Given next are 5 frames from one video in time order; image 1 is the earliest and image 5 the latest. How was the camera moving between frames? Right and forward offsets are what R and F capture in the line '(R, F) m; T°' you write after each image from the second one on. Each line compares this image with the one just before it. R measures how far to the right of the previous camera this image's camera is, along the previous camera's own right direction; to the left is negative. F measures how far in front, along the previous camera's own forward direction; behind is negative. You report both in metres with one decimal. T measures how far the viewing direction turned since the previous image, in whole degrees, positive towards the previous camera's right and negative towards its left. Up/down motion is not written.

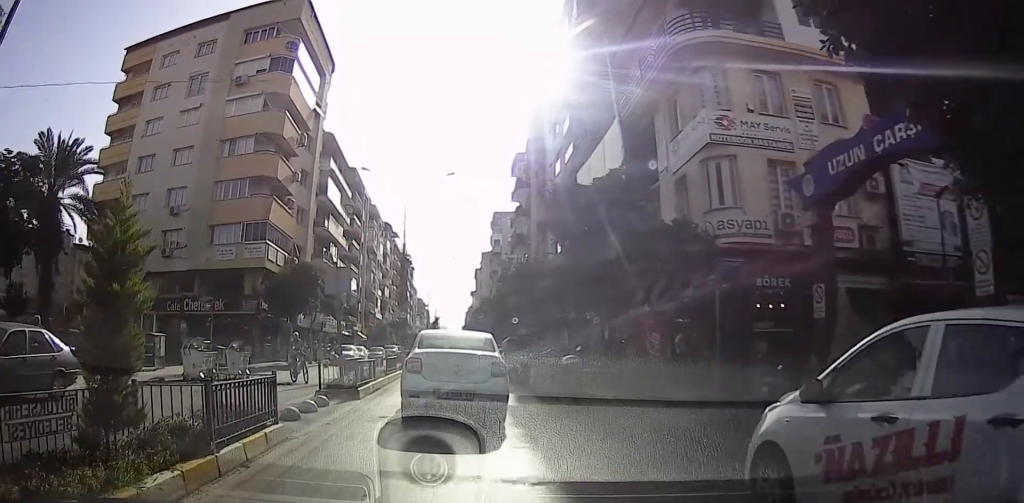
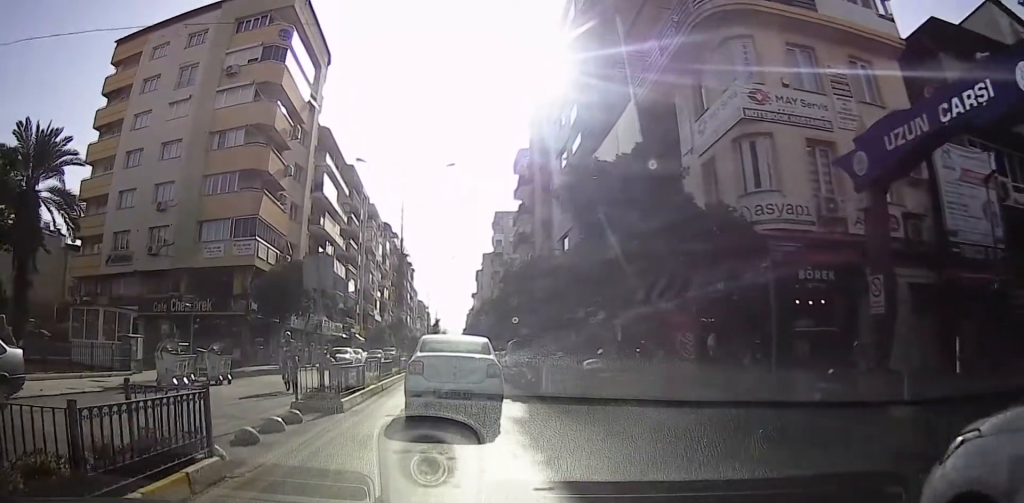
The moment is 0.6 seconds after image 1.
(0.0, +2.2) m; +1°
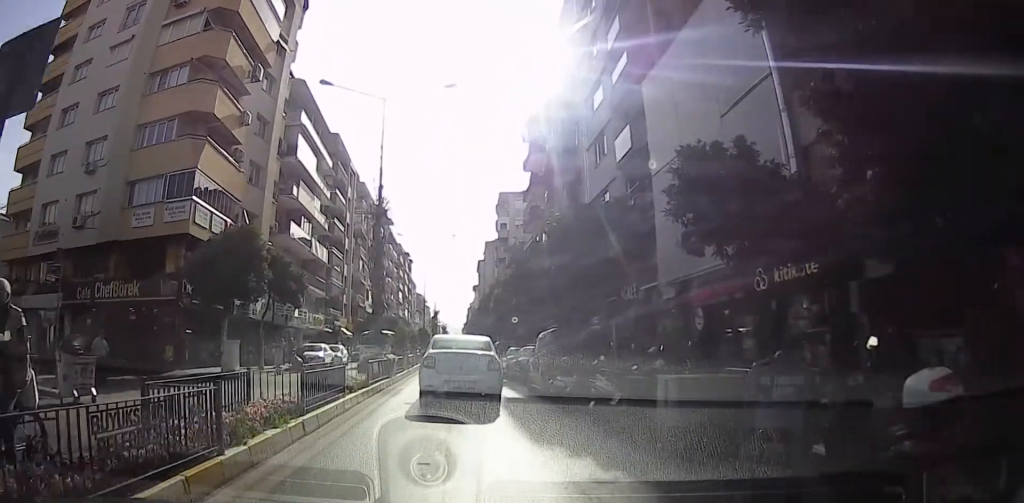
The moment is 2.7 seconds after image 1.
(+0.3, +7.2) m; +4°
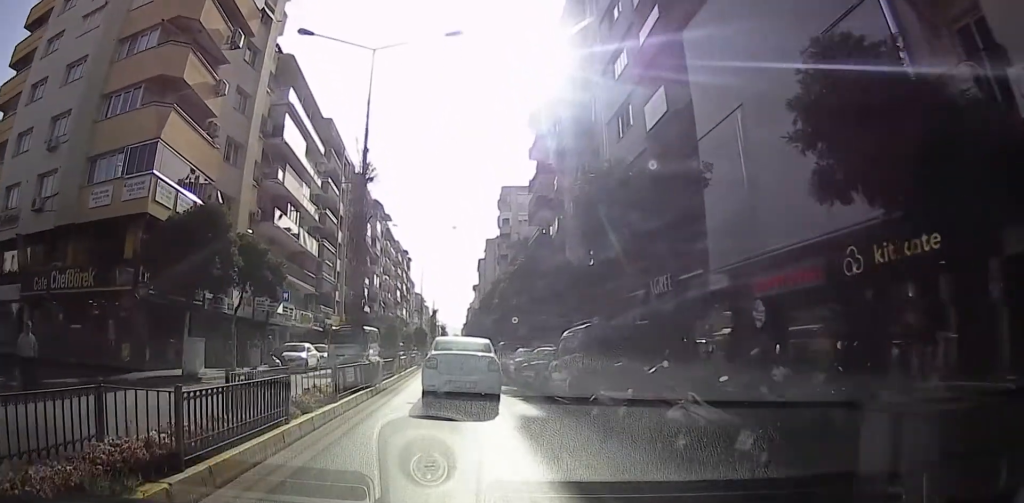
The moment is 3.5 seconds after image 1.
(0.0, +3.1) m; -1°
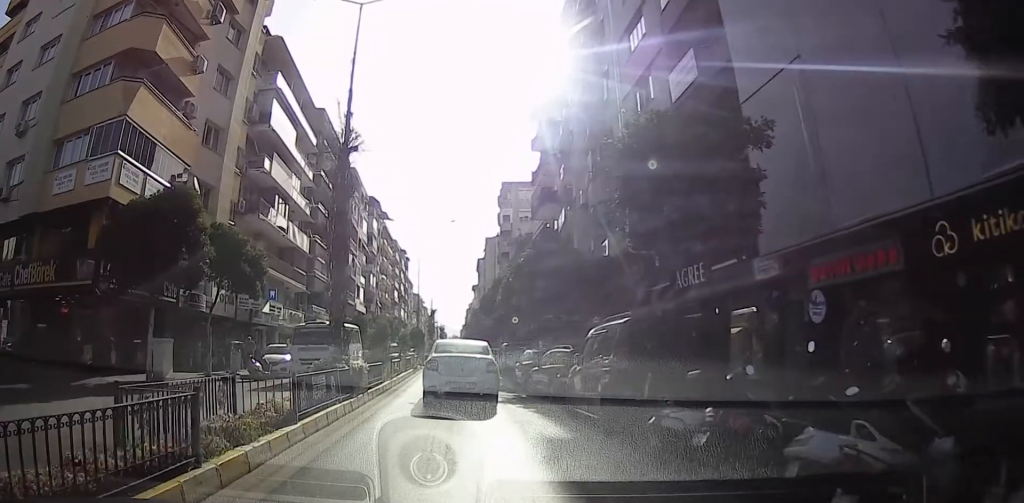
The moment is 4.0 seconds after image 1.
(0.0, +2.3) m; -1°
